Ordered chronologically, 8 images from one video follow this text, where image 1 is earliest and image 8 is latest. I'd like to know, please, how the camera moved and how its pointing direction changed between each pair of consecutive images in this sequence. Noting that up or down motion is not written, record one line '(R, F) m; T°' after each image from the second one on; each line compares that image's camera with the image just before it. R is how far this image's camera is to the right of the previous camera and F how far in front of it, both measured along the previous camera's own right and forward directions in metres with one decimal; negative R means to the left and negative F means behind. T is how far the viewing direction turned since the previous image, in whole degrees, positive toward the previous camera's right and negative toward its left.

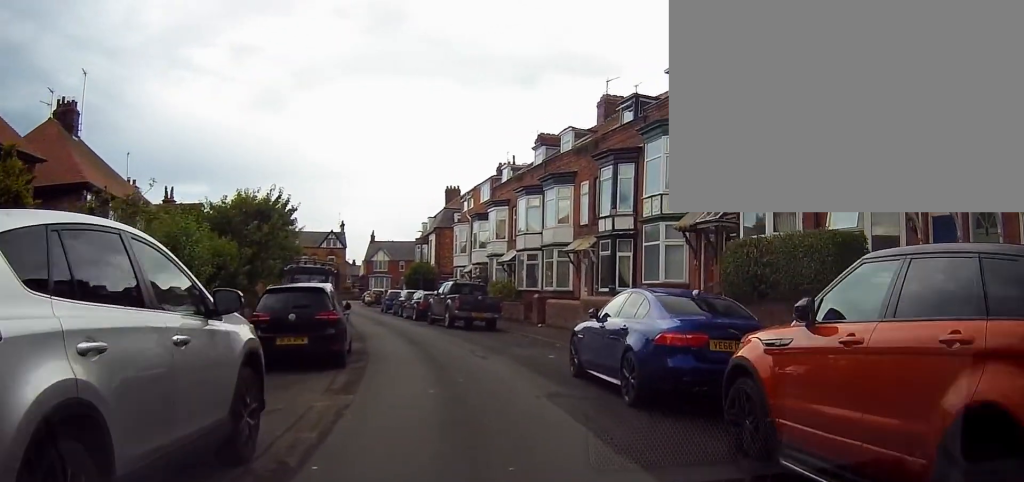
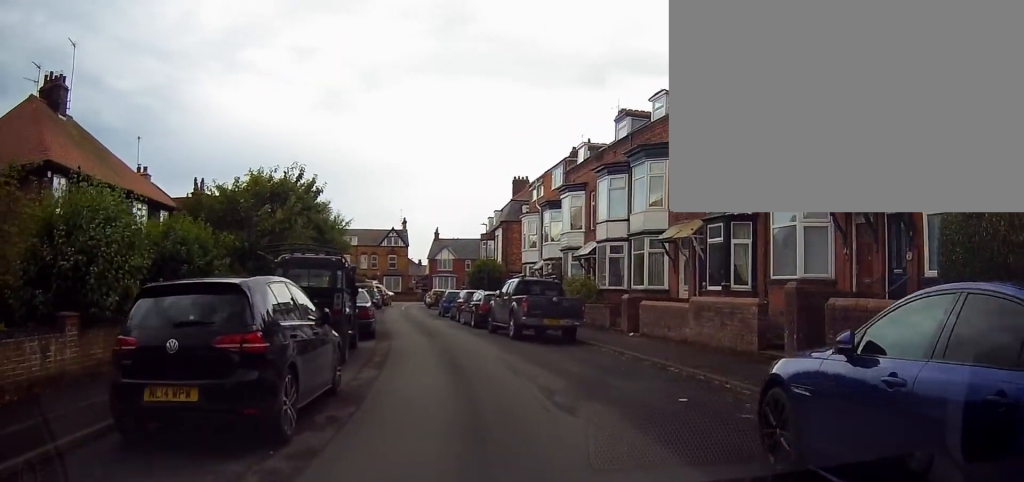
(-0.1, +5.6) m; -5°
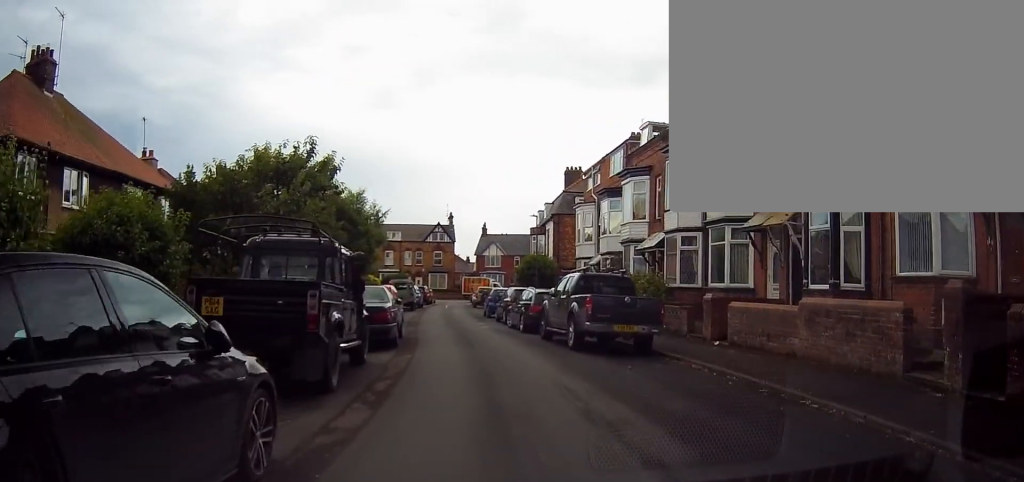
(-0.2, +4.0) m; -4°
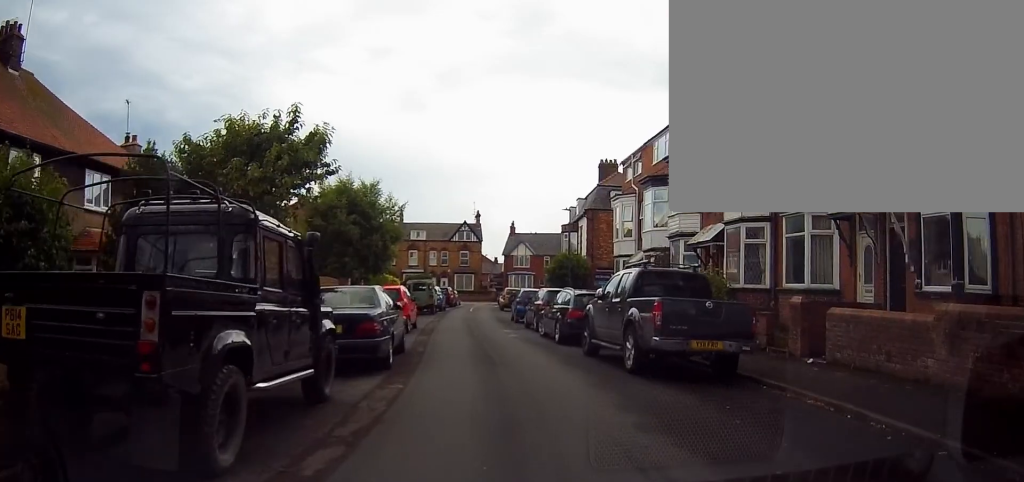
(-0.1, +4.1) m; -3°
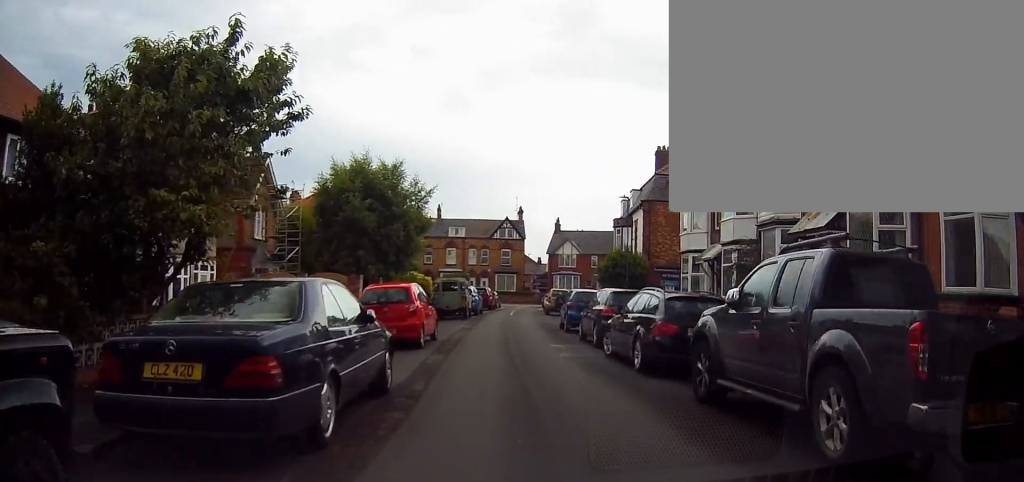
(-0.2, +5.9) m; -3°
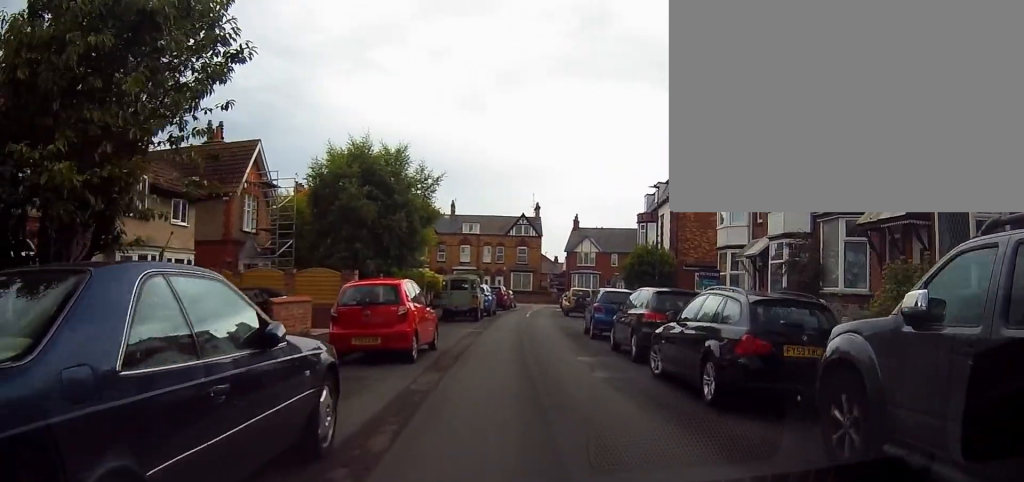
(0.0, +3.3) m; -3°
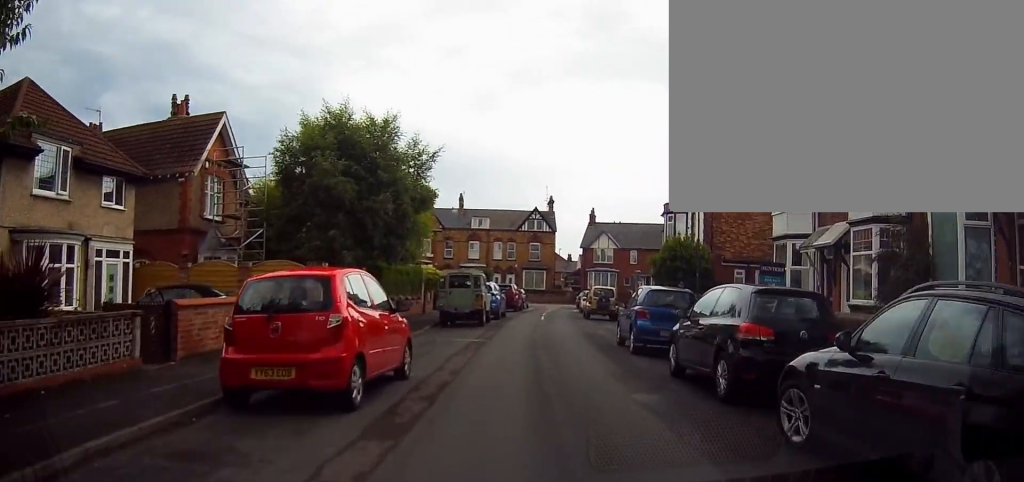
(-0.3, +4.9) m; -5°
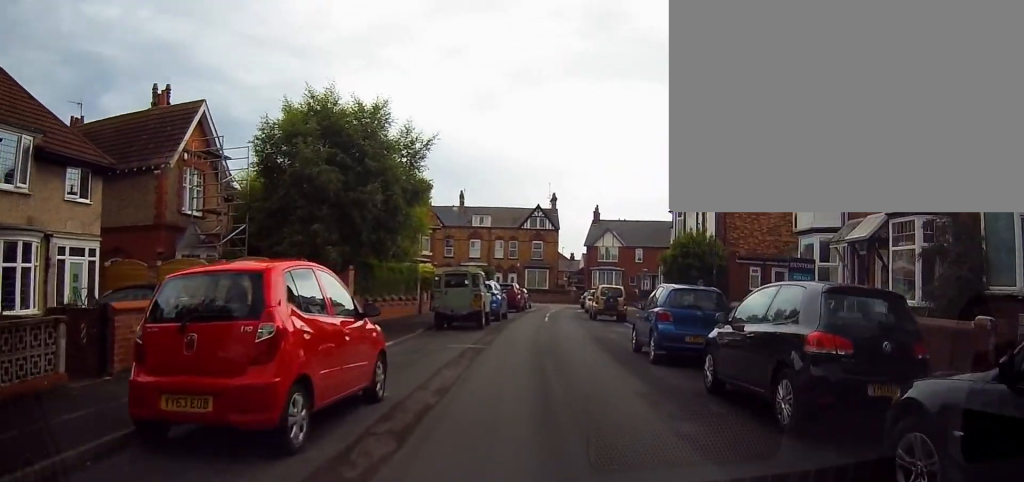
(-0.2, +1.9) m; 0°
